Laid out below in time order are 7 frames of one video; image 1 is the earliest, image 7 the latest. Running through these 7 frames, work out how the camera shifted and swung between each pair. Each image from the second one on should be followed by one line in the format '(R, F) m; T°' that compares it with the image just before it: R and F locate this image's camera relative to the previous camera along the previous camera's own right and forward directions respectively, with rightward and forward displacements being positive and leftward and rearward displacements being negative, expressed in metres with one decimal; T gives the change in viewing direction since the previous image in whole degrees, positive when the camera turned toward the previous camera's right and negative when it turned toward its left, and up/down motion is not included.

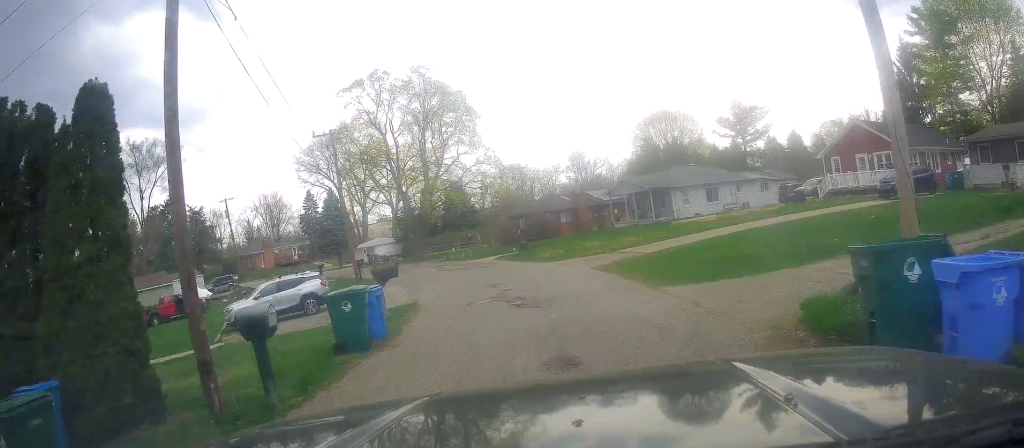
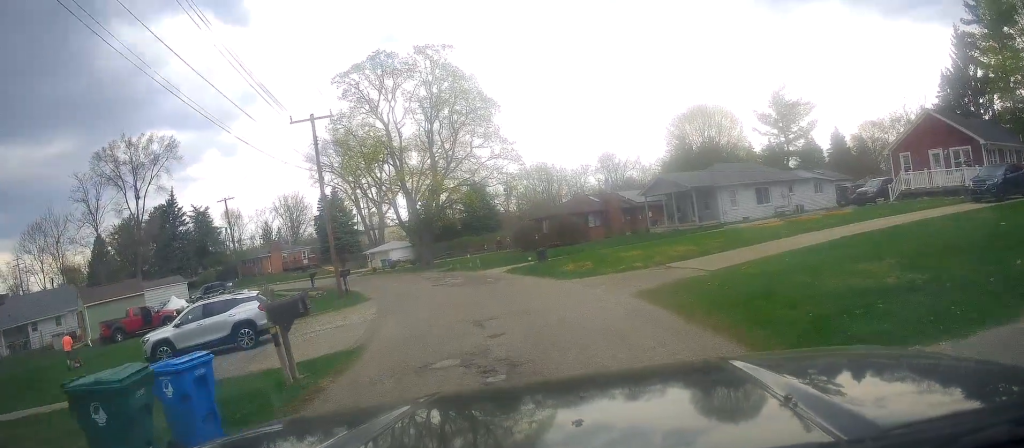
(+0.4, +6.8) m; 0°
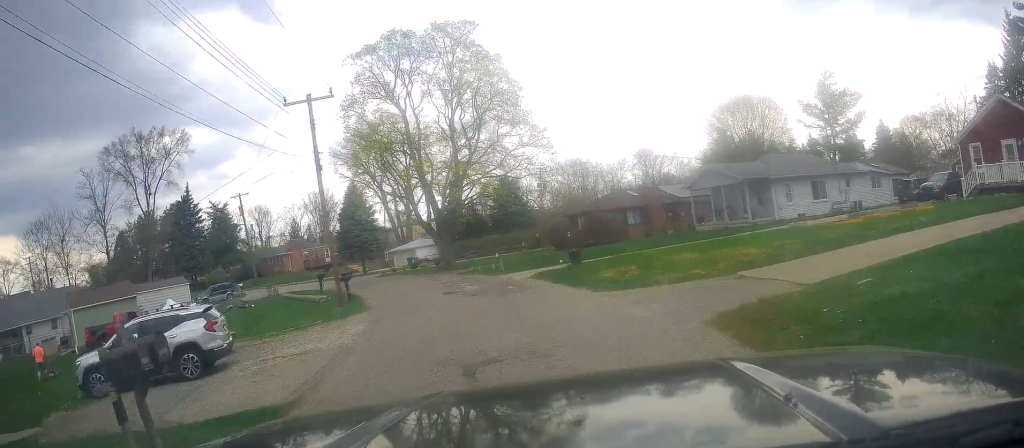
(-0.3, +4.3) m; -11°
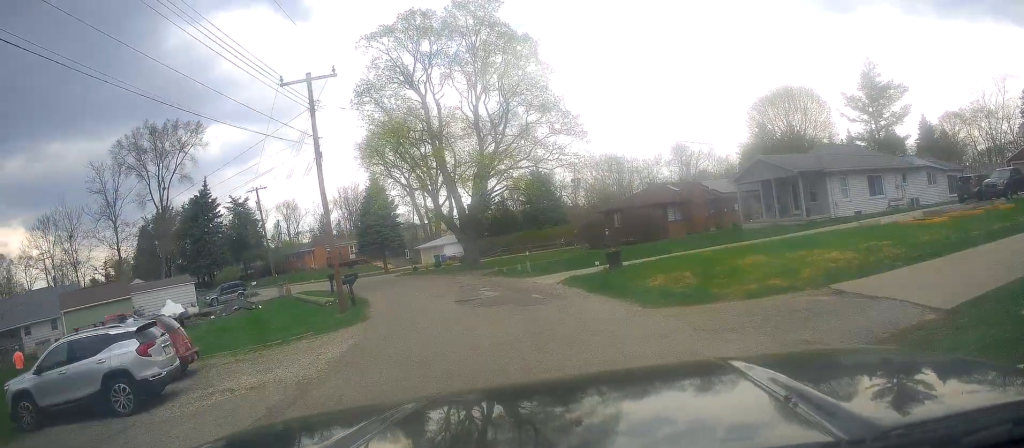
(-0.4, +3.5) m; -6°
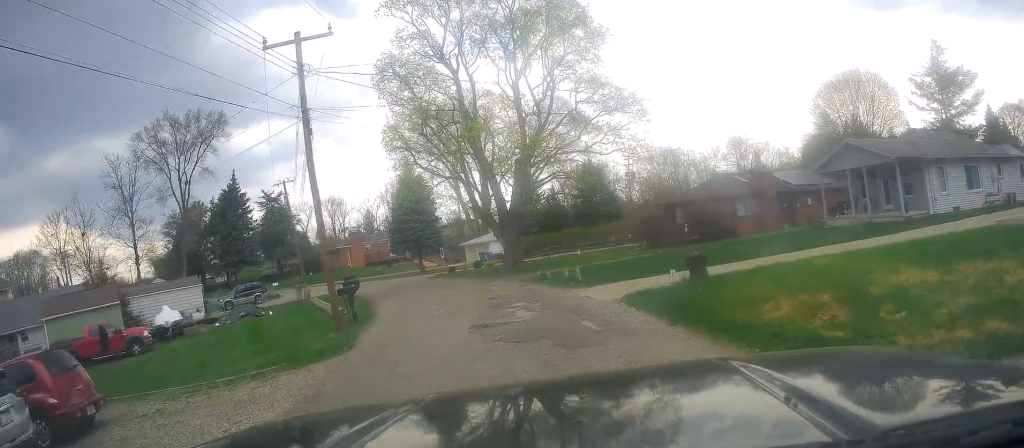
(+0.1, +5.5) m; +4°
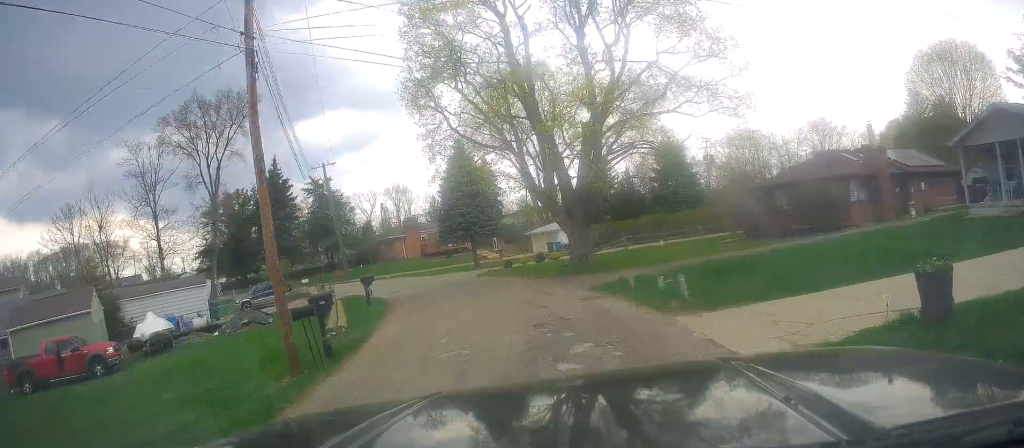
(+0.1, +7.0) m; -3°
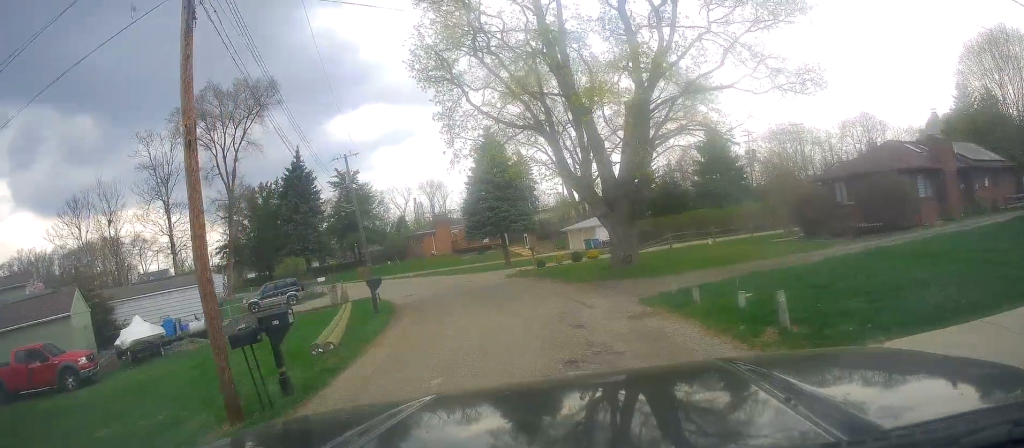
(-0.1, +3.3) m; -8°
